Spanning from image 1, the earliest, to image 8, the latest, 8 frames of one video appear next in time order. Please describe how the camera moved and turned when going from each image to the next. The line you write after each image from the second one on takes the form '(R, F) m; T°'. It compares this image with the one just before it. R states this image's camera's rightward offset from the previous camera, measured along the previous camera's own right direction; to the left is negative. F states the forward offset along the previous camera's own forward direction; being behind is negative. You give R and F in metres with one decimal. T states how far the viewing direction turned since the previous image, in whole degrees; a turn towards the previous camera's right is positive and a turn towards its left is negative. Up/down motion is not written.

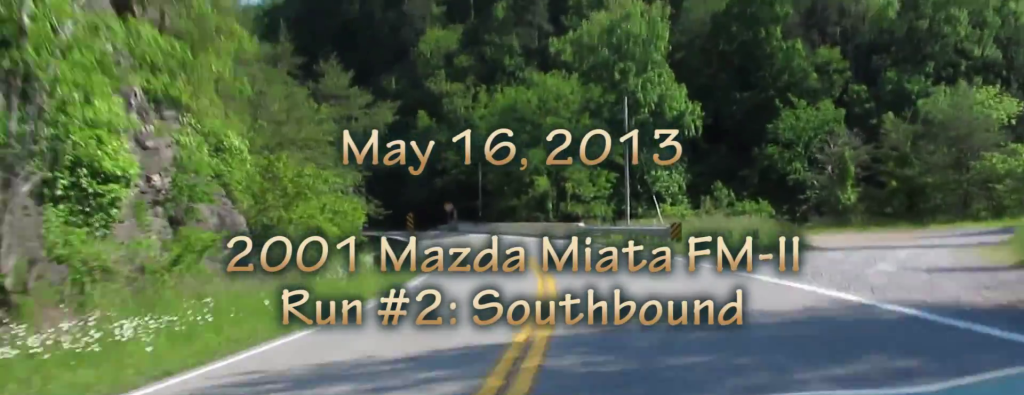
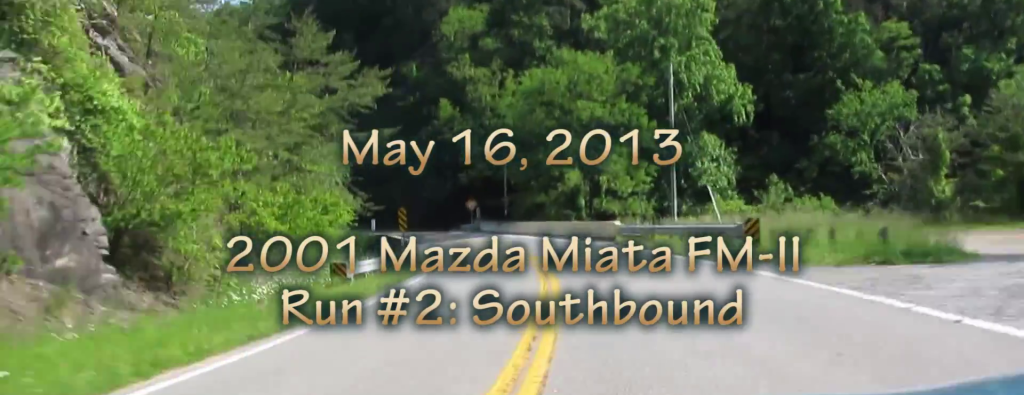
(-0.2, +12.3) m; -2°
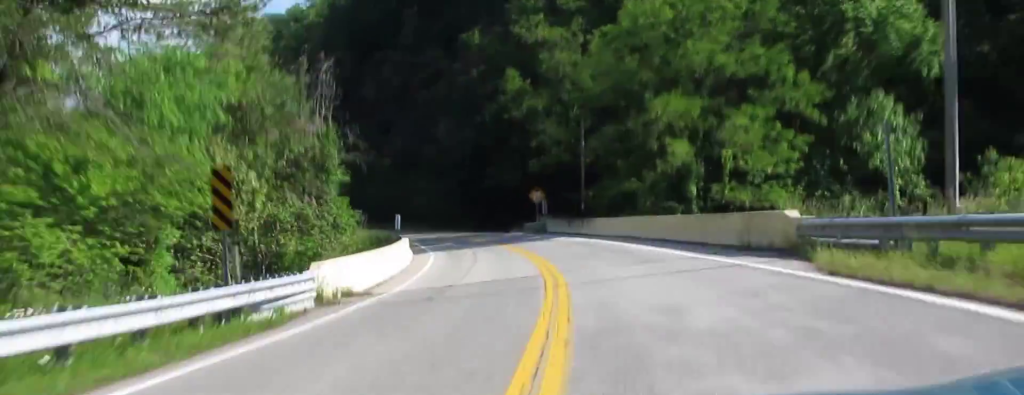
(-1.7, +30.8) m; -6°
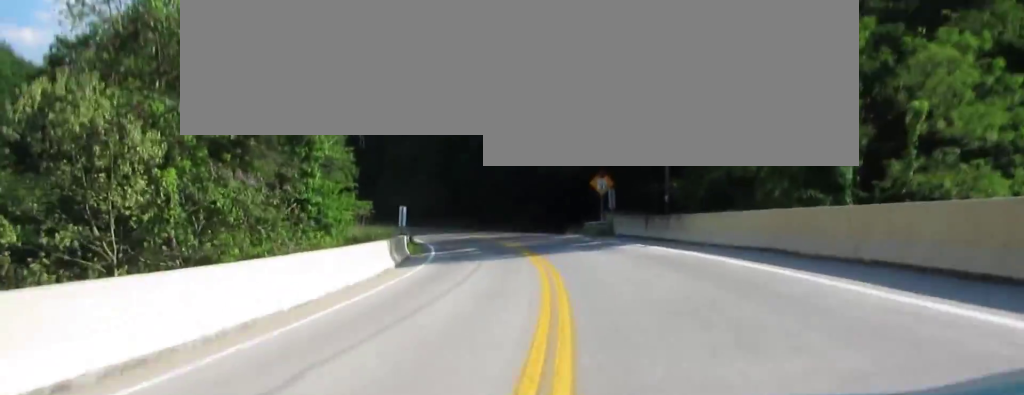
(-1.1, +24.8) m; -4°
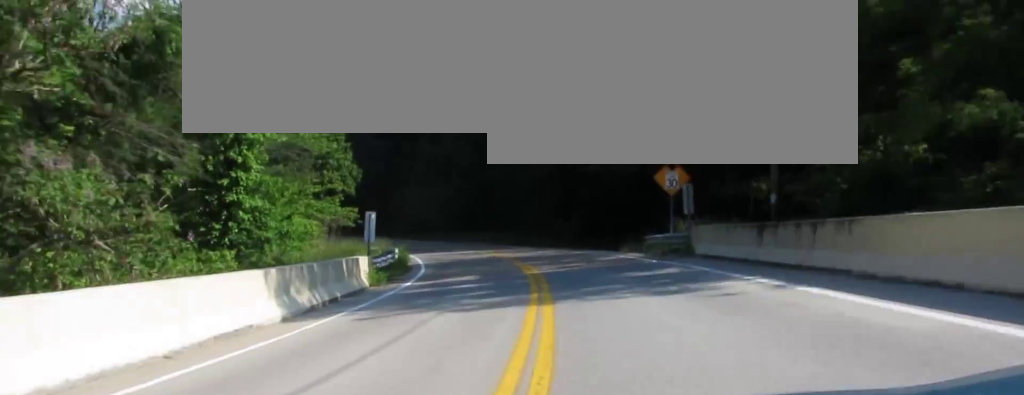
(-0.4, +17.7) m; -3°
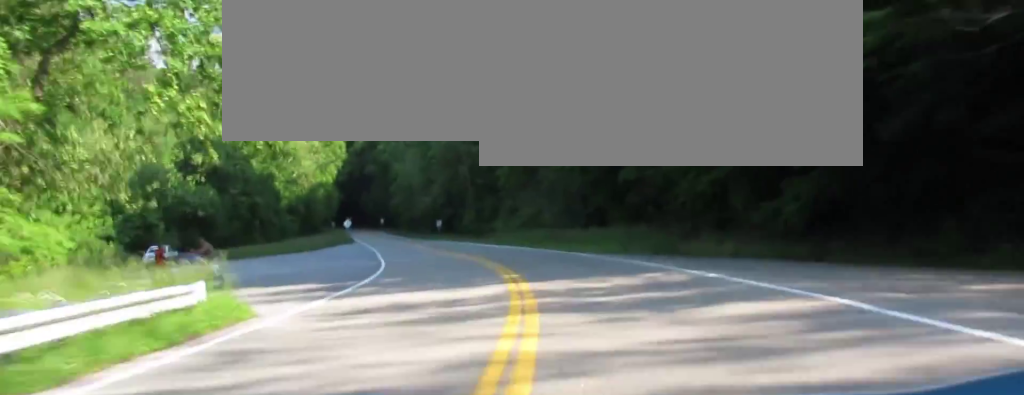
(-2.1, +35.2) m; -9°
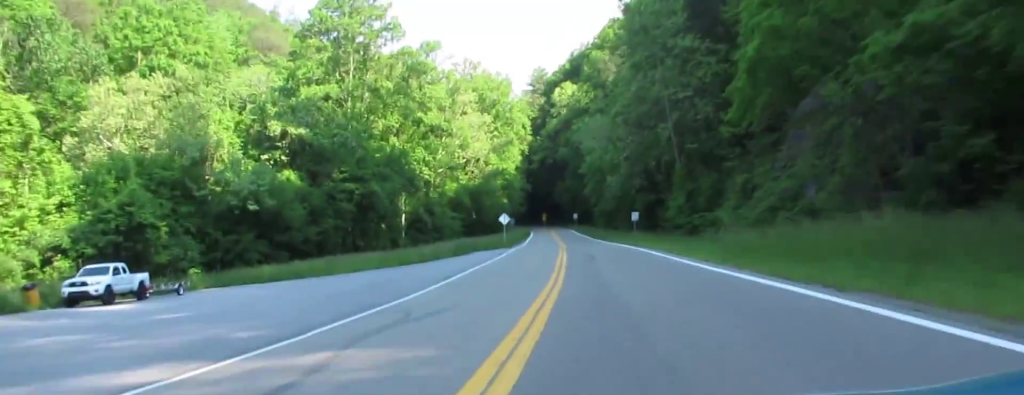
(-3.3, +39.1) m; -6°
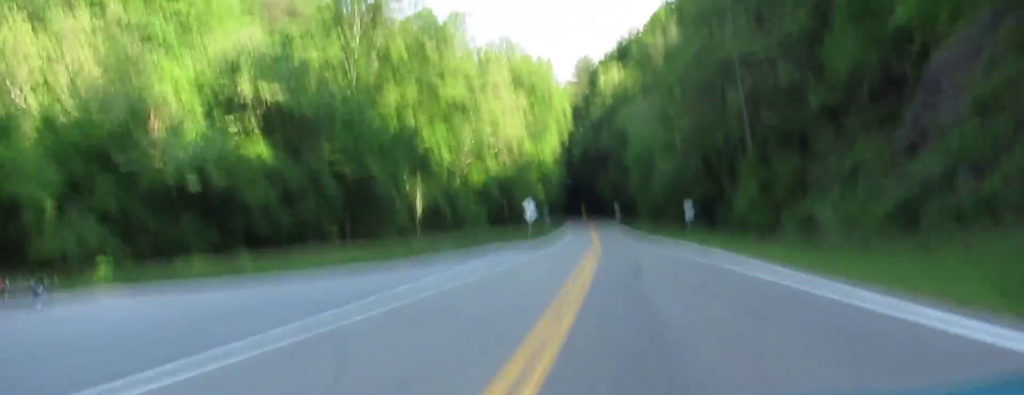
(0.0, +15.4) m; 0°
